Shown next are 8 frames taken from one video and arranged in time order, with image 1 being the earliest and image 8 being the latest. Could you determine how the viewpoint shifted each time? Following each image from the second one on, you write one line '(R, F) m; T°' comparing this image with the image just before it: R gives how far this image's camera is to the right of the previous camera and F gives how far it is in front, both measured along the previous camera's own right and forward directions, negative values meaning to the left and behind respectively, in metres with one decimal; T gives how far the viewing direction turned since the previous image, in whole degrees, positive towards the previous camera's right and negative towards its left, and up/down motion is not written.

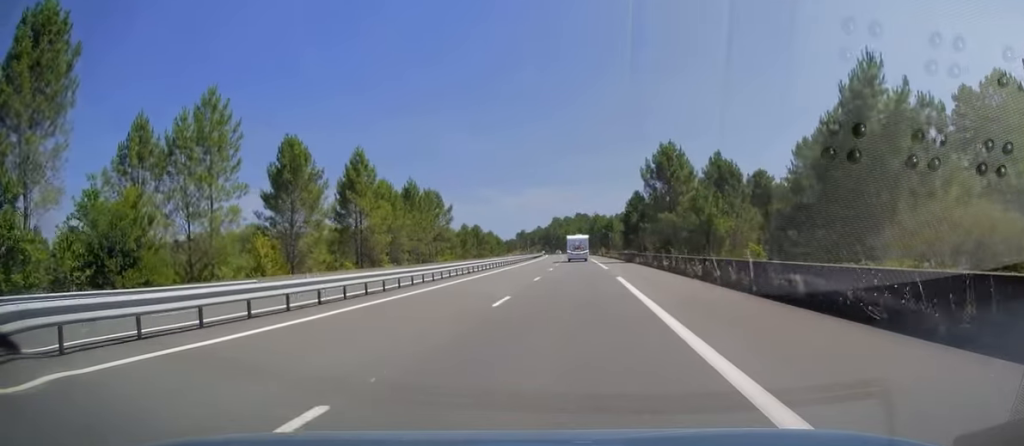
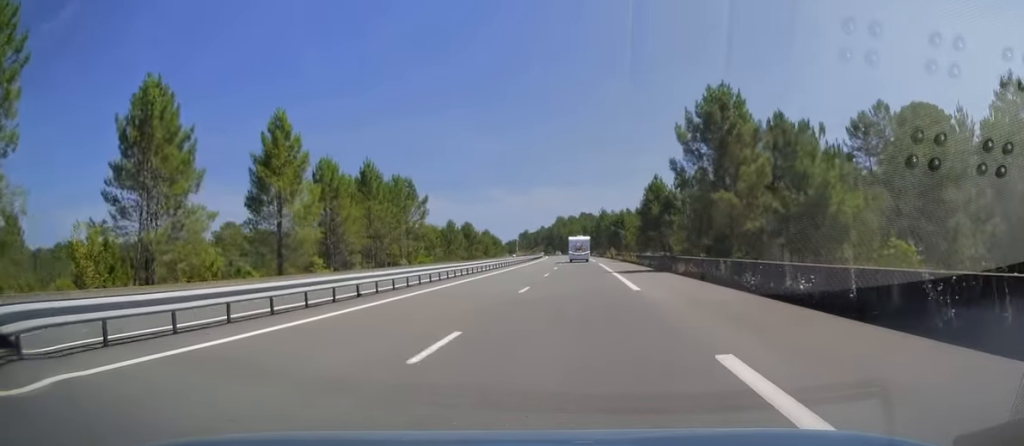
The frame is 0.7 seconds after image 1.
(-0.2, +21.1) m; -1°
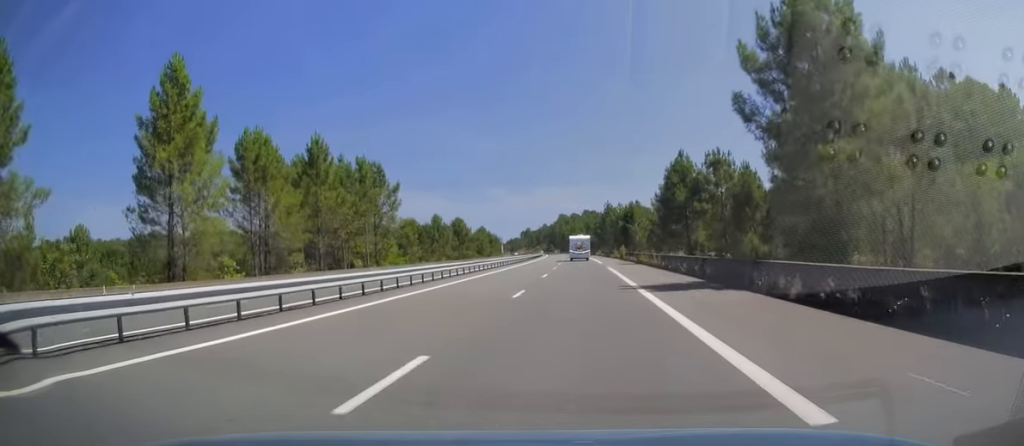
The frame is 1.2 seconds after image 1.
(-0.1, +15.7) m; 0°
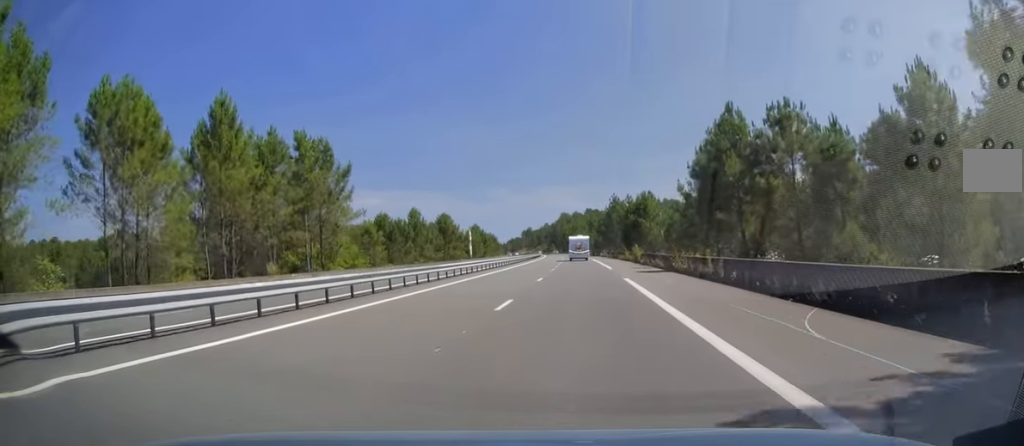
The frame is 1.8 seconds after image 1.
(0.0, +17.2) m; 0°
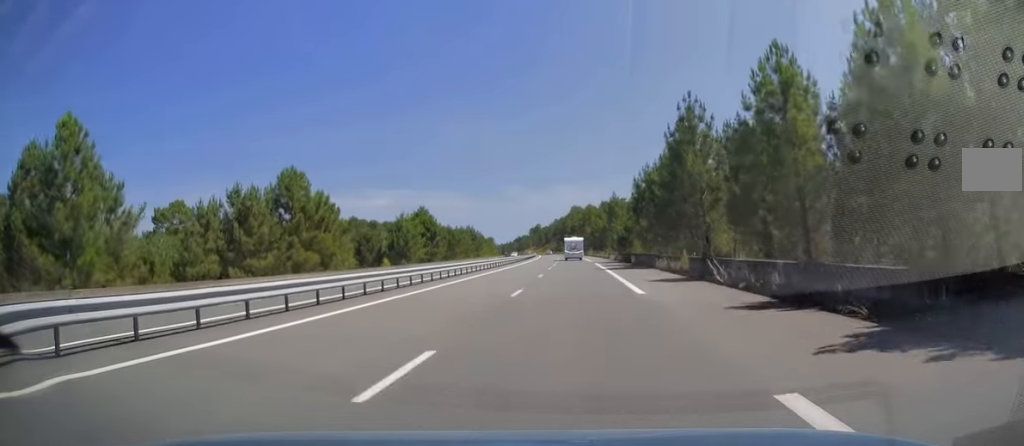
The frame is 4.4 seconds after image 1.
(-0.4, +74.6) m; -1°
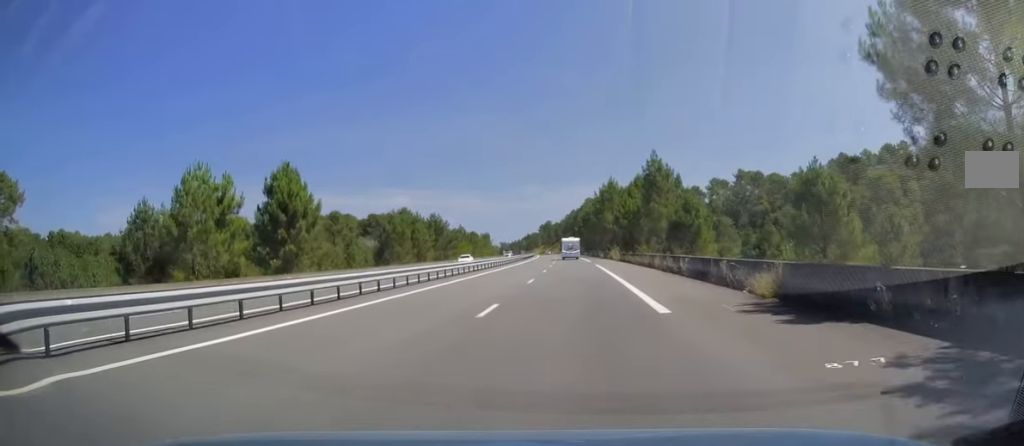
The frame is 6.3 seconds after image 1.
(-0.7, +58.3) m; -1°
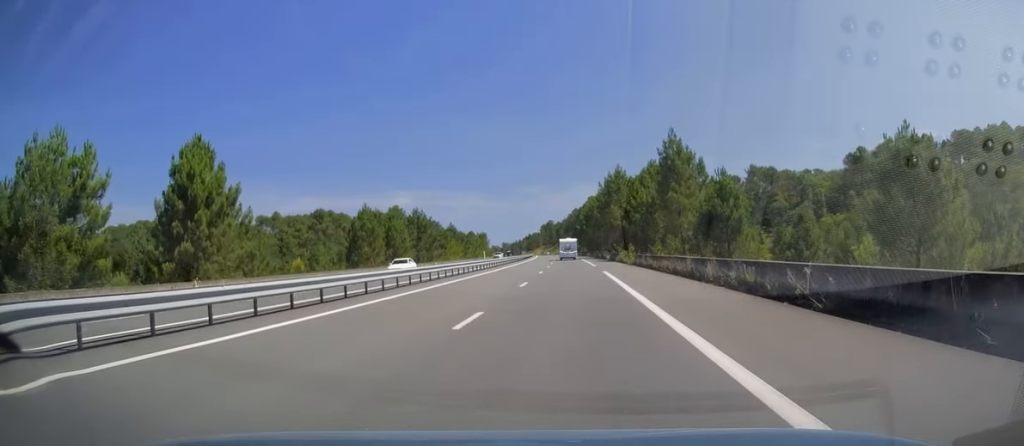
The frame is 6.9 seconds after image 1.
(+0.1, +15.2) m; 0°
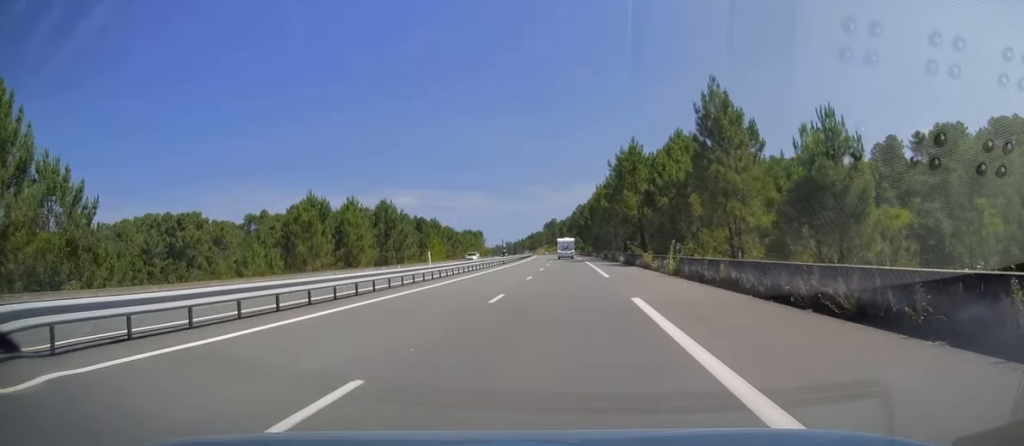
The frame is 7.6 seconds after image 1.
(-0.2, +20.6) m; -1°
